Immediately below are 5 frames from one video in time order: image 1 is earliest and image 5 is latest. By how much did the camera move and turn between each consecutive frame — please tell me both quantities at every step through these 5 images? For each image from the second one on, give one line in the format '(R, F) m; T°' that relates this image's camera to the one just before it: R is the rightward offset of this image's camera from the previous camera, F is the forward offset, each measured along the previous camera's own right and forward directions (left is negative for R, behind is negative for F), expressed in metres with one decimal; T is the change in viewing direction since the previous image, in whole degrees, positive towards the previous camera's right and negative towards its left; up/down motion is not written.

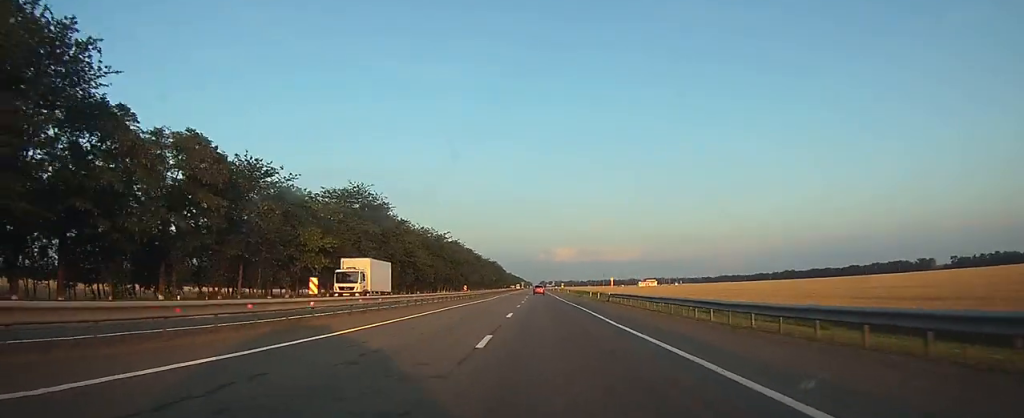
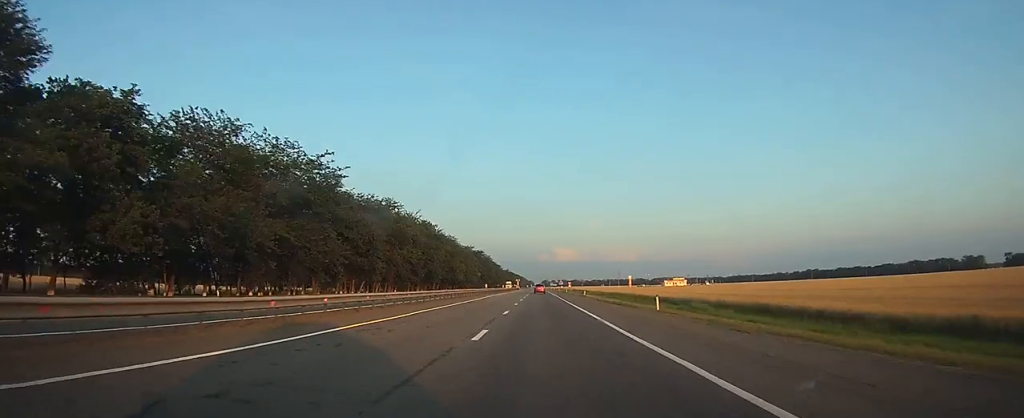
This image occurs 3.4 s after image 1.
(+0.4, +93.6) m; 0°
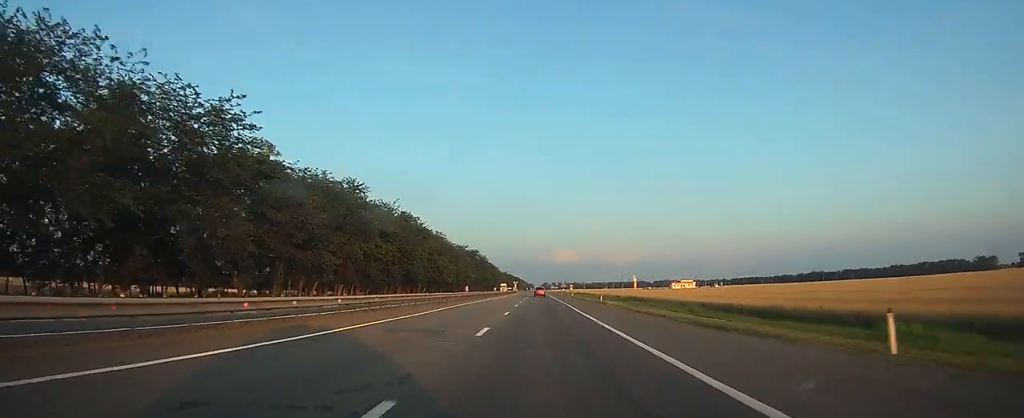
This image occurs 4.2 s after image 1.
(0.0, +22.2) m; 0°
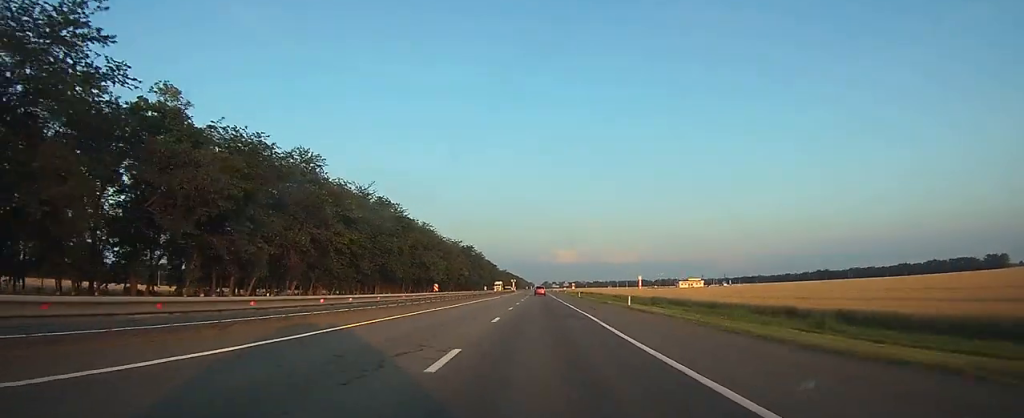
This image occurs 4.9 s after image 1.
(0.0, +18.5) m; 0°
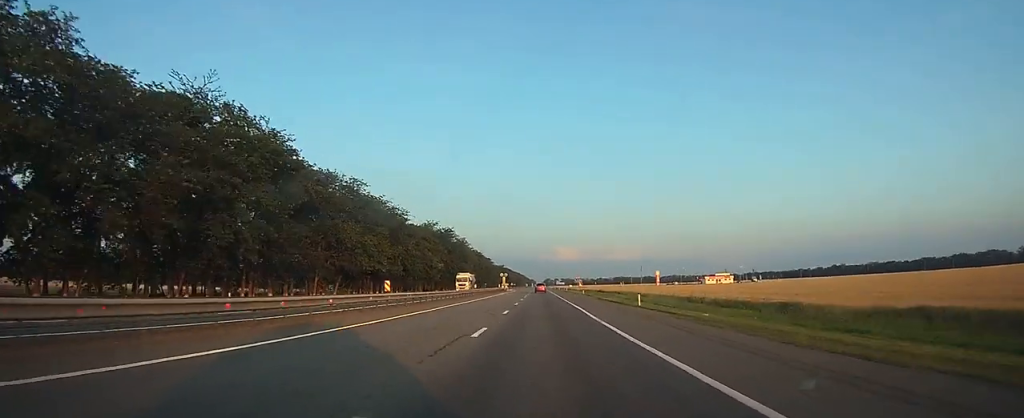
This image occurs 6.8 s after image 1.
(+0.2, +54.1) m; 0°
